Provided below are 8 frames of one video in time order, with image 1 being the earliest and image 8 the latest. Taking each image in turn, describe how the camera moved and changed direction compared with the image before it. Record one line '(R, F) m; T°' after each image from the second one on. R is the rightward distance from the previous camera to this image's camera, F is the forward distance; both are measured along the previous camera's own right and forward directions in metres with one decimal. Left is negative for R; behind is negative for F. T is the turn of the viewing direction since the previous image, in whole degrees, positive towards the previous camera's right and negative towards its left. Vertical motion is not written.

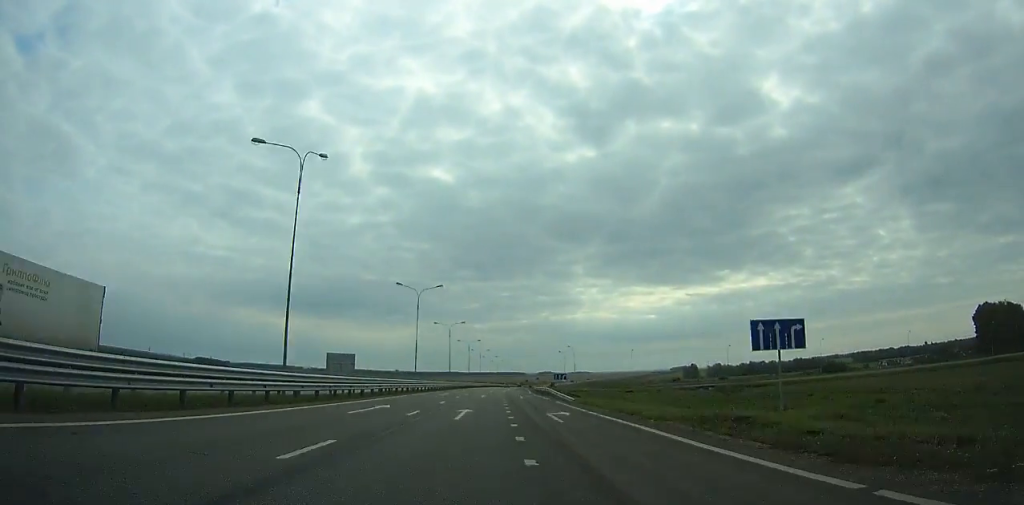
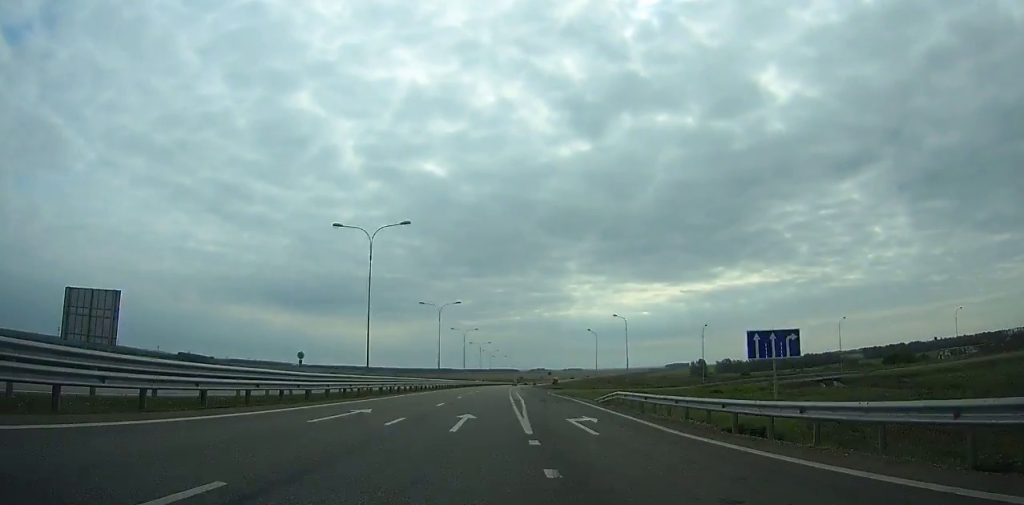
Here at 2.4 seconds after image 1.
(+0.5, +65.0) m; +1°
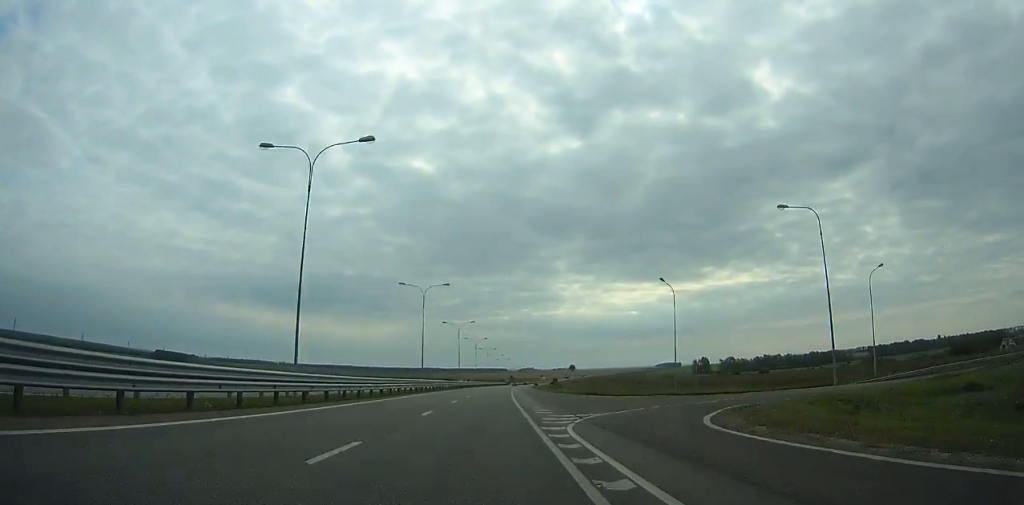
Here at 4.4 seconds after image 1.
(+0.2, +54.4) m; +1°
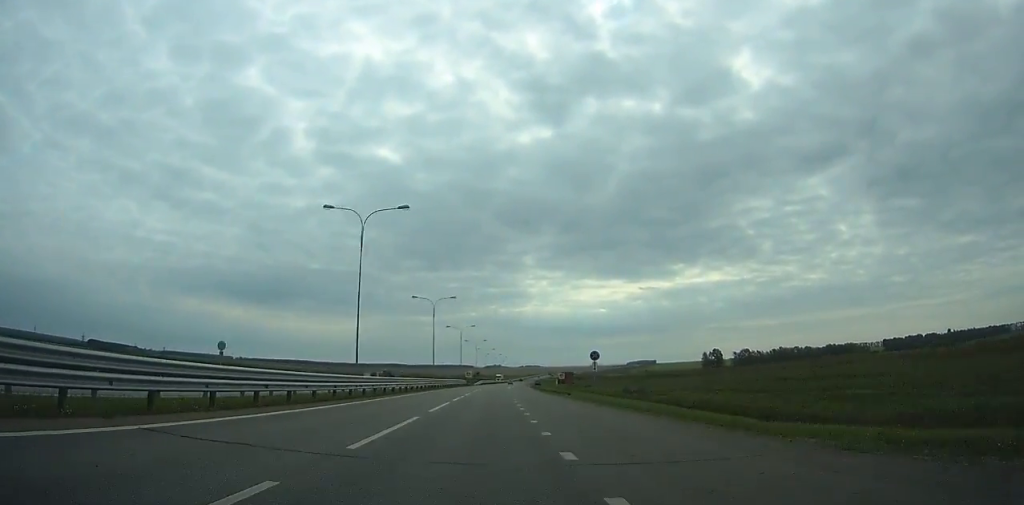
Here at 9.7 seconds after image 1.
(+4.1, +146.4) m; +3°
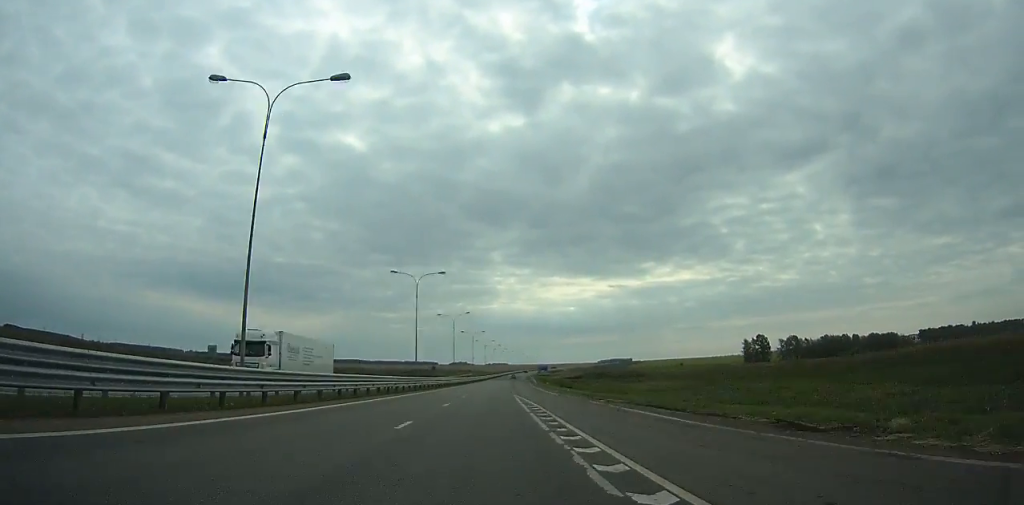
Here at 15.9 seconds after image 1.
(+4.9, +174.5) m; +3°
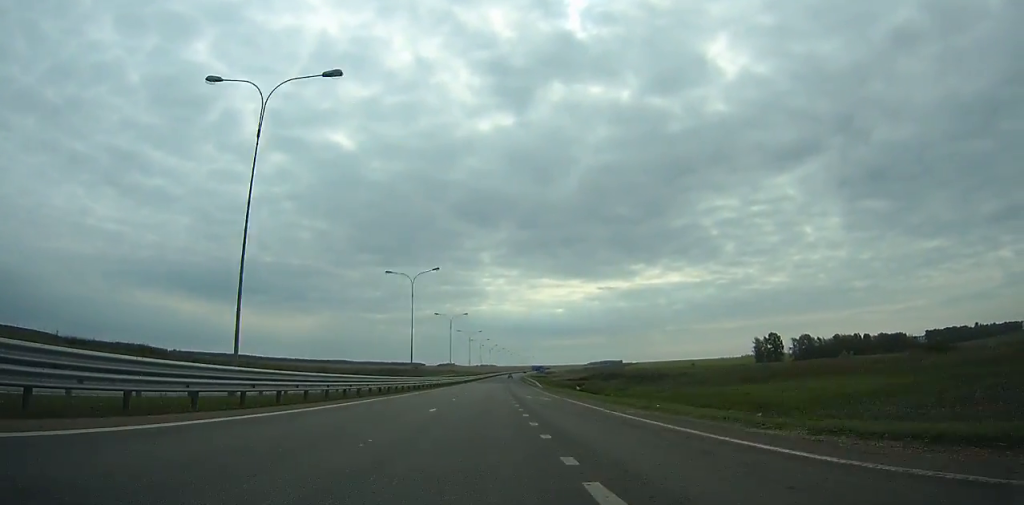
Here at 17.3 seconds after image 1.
(+0.4, +39.9) m; +1°
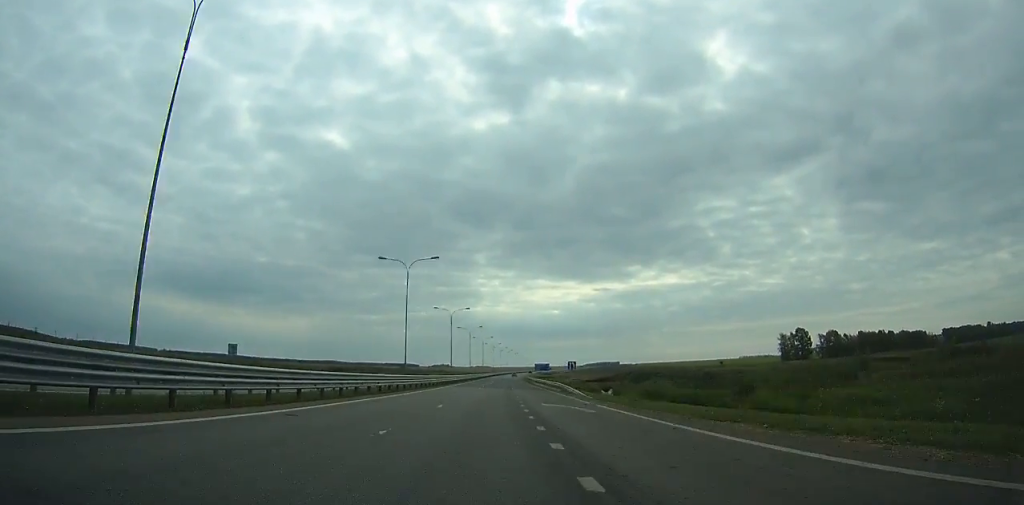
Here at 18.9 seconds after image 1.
(+0.4, +45.8) m; +1°
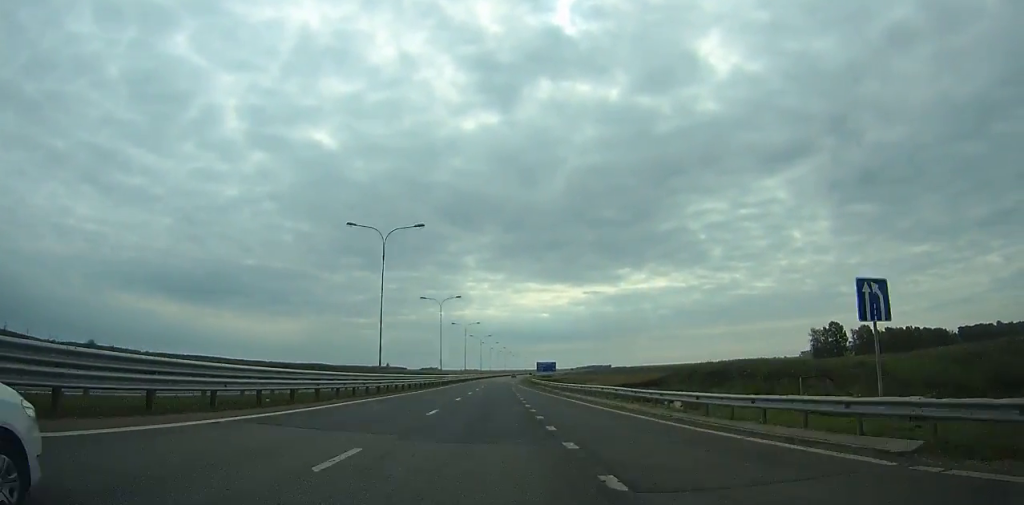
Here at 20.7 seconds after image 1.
(+0.6, +51.8) m; +1°
